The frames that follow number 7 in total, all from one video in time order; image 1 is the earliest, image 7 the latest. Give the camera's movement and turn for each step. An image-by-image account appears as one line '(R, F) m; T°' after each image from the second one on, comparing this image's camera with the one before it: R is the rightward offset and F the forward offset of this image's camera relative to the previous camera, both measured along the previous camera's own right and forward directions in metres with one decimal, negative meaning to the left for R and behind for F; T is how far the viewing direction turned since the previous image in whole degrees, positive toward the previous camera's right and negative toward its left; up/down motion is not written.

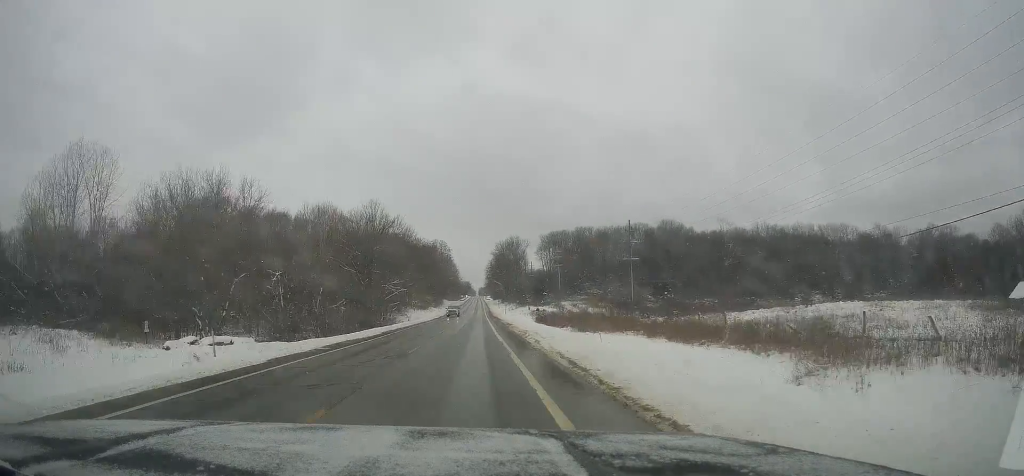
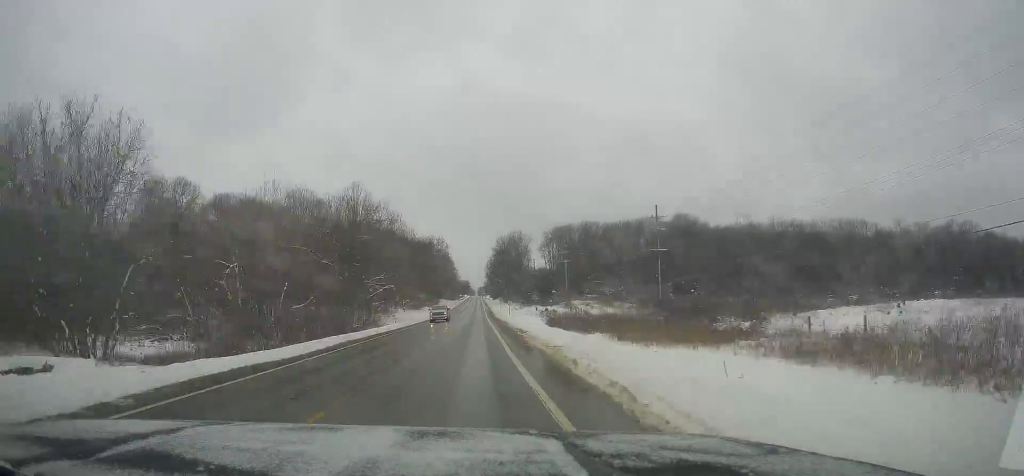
(-0.3, +15.1) m; 0°
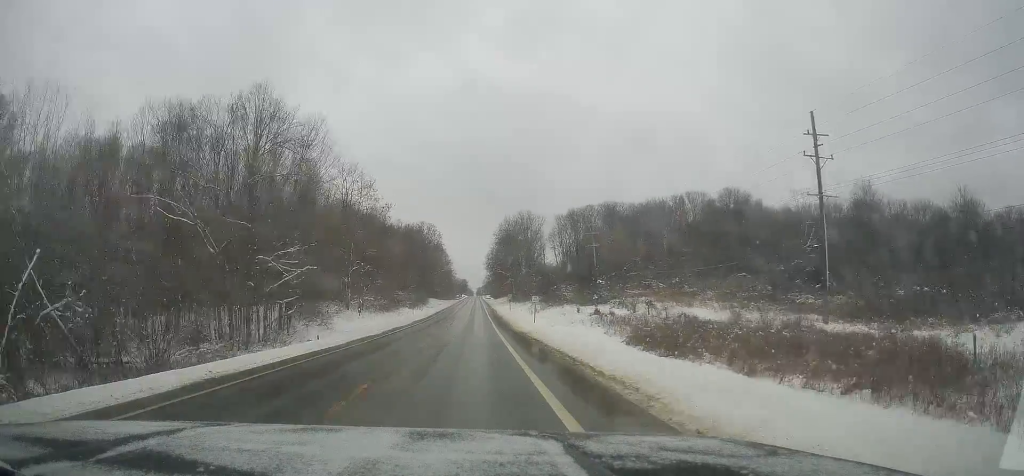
(+0.7, +41.4) m; +1°
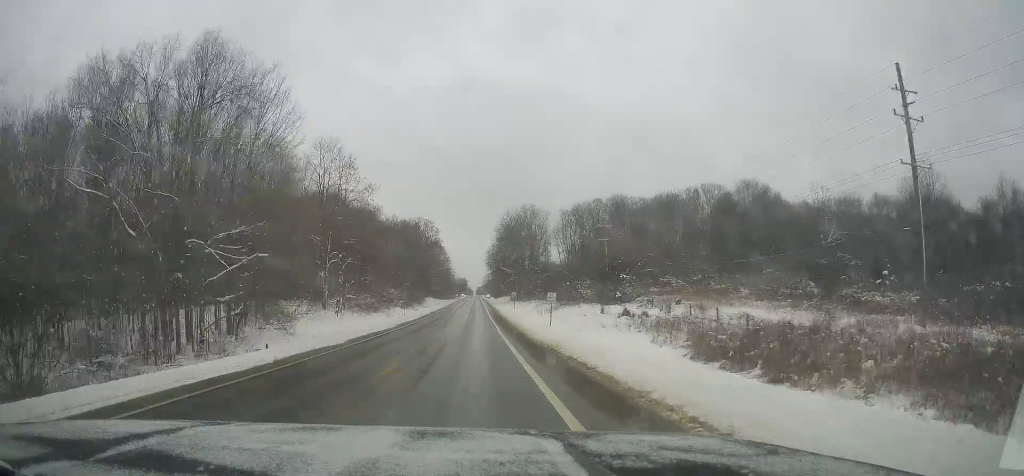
(+0.1, +11.0) m; -1°
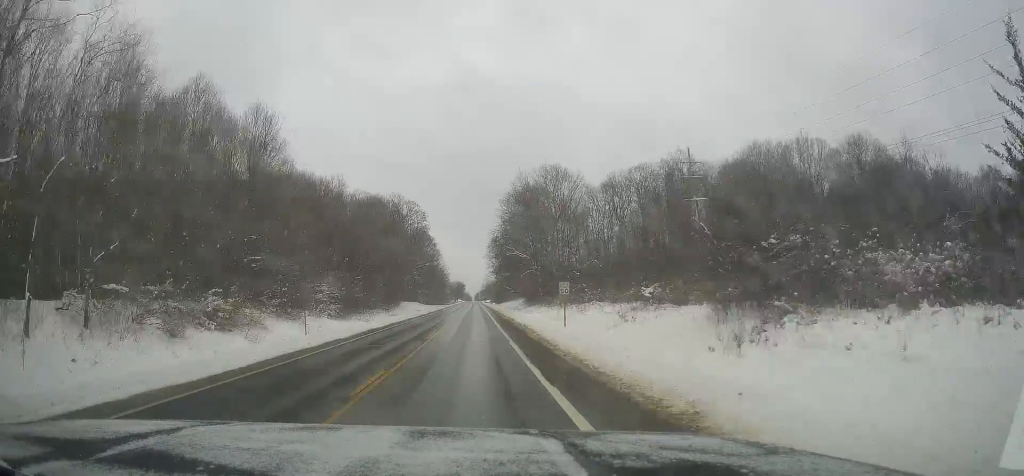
(-1.0, +47.8) m; -1°
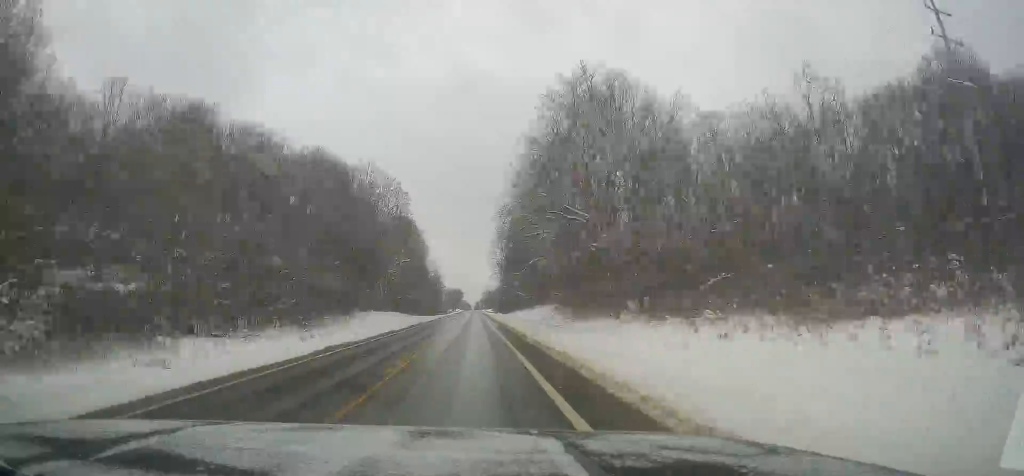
(+0.4, +41.5) m; 0°
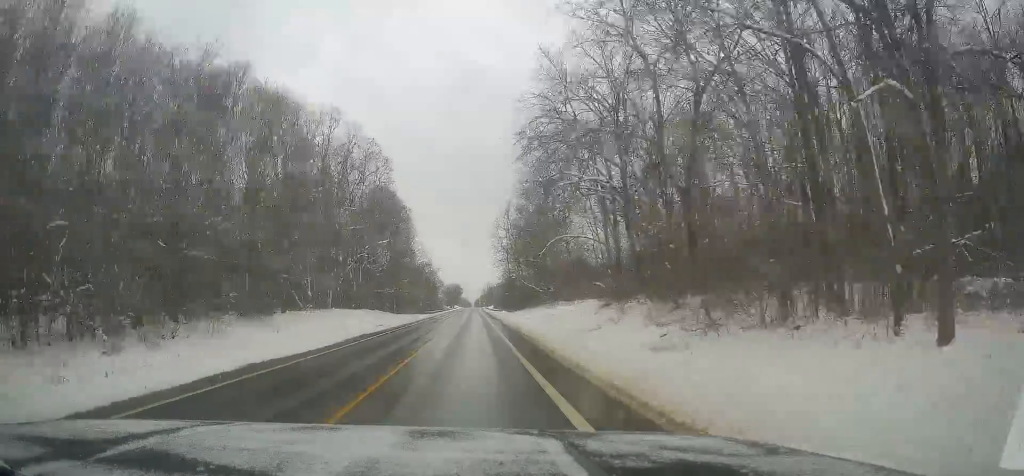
(-0.4, +27.0) m; 0°
